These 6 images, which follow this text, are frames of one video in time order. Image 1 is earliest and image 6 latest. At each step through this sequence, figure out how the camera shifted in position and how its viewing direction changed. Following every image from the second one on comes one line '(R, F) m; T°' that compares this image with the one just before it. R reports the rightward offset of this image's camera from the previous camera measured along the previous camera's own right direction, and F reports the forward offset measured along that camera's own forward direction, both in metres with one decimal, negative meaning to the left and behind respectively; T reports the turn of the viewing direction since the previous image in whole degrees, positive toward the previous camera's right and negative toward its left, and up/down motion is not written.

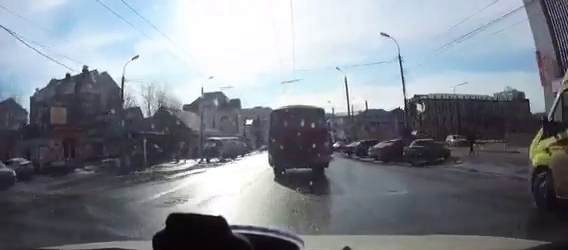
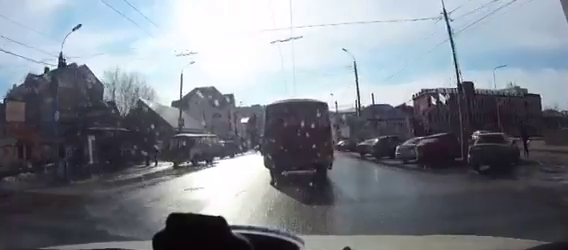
(+0.2, +8.1) m; +2°
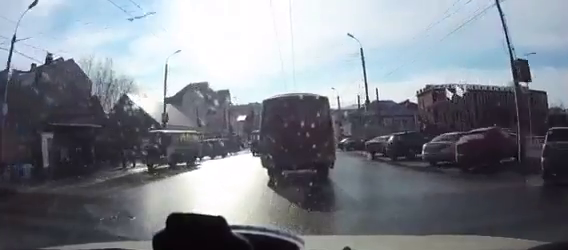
(+0.1, +3.9) m; +1°
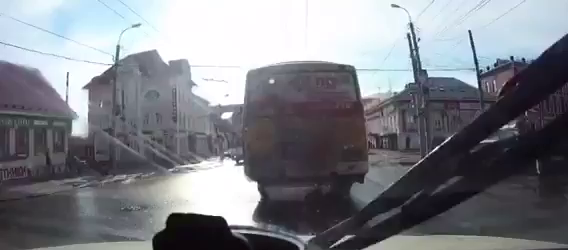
(-2.3, +33.6) m; -4°
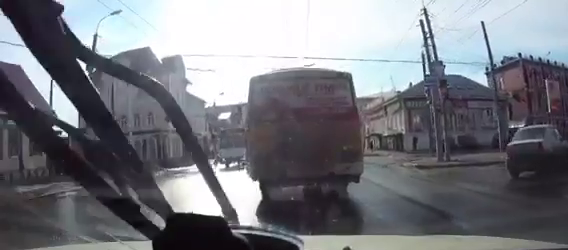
(0.0, +3.0) m; 0°
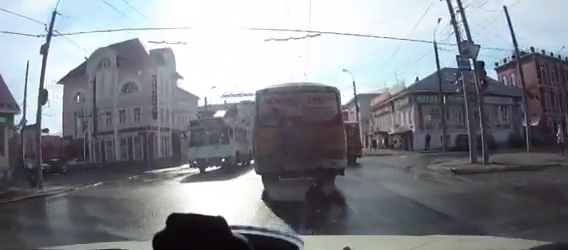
(0.0, +4.3) m; -2°
